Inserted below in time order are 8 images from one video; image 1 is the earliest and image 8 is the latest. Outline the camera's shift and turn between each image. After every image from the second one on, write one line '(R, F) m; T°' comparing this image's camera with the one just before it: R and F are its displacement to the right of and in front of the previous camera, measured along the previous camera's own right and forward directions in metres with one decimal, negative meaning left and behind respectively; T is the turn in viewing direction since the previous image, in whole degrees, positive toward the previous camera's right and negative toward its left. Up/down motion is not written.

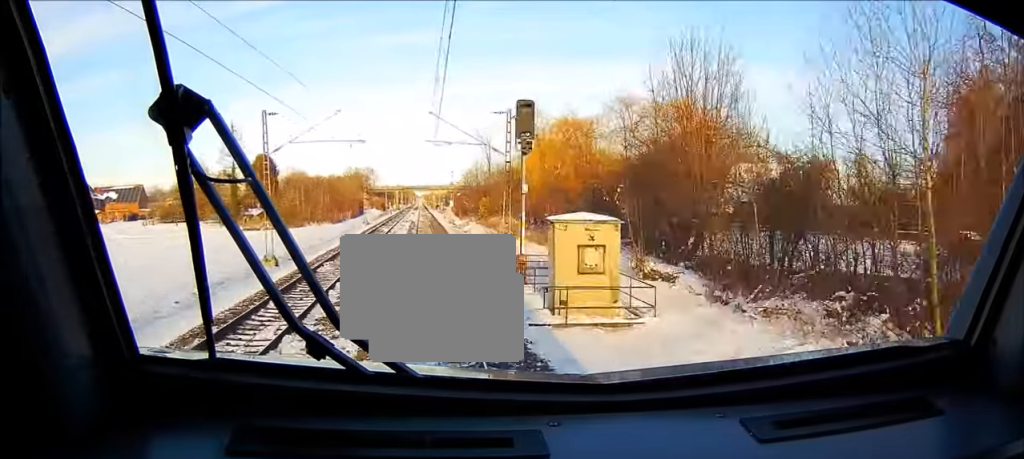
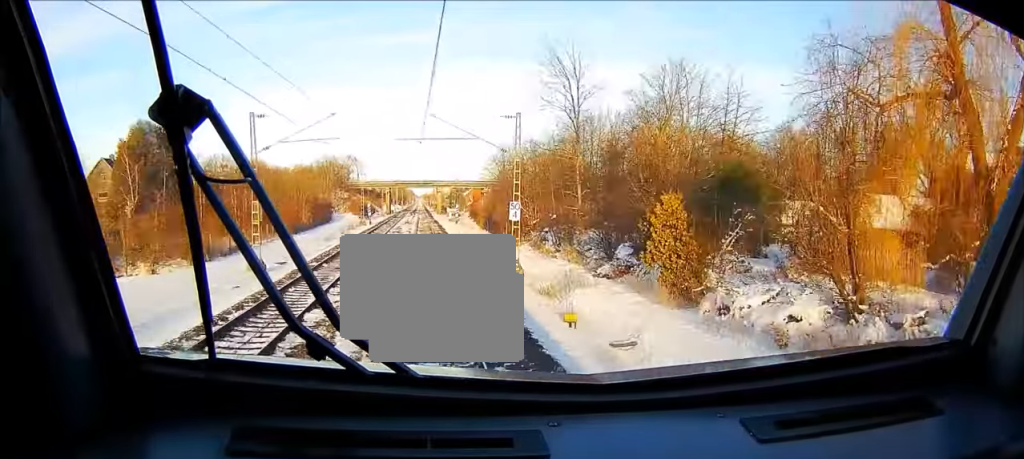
(+0.1, +64.5) m; 0°
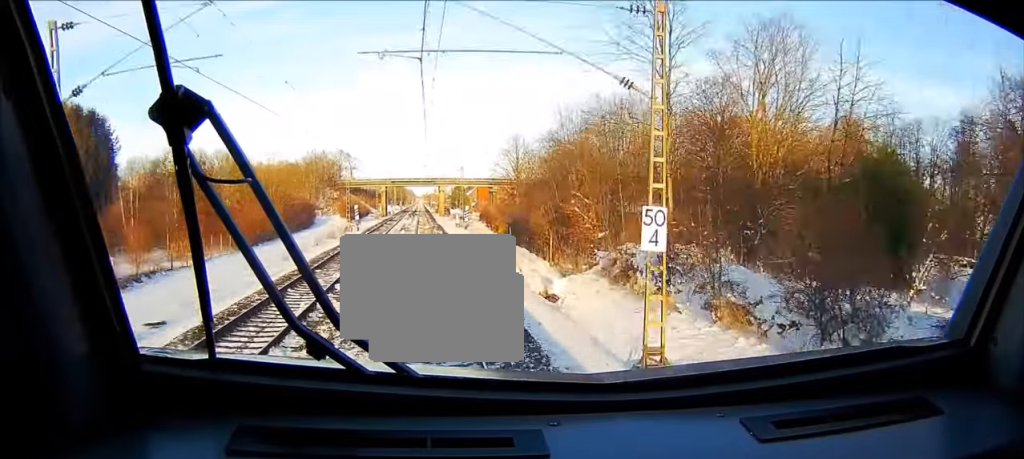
(0.0, +18.0) m; 0°
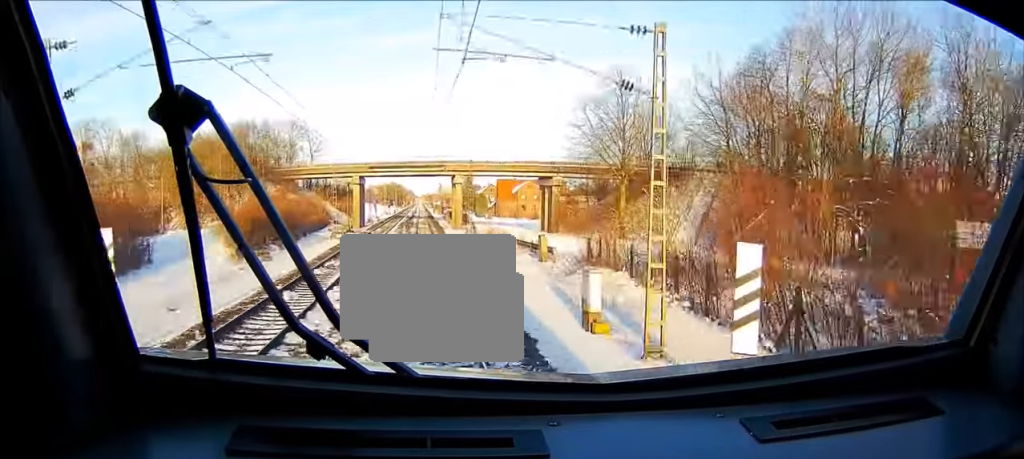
(0.0, +60.6) m; 0°
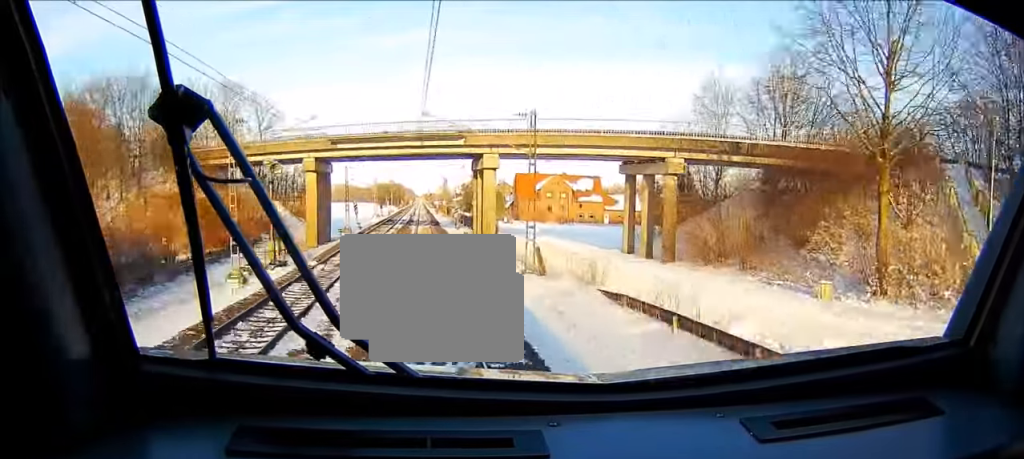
(-0.1, +33.5) m; 0°
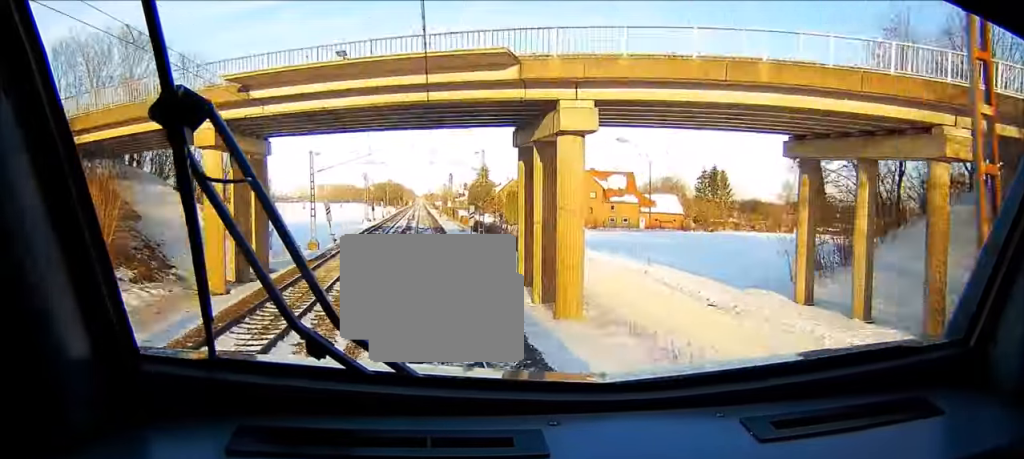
(+0.1, +23.2) m; 0°
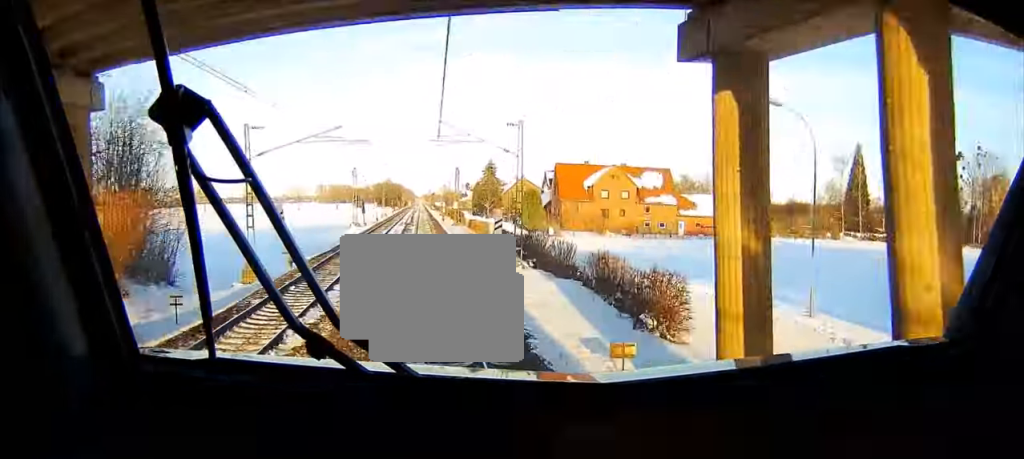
(0.0, +19.4) m; 0°
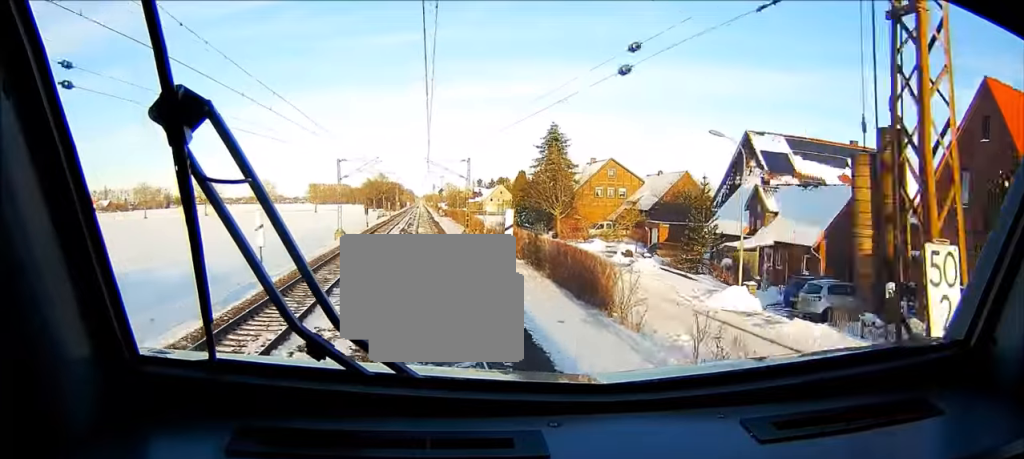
(-0.2, +80.2) m; 0°
